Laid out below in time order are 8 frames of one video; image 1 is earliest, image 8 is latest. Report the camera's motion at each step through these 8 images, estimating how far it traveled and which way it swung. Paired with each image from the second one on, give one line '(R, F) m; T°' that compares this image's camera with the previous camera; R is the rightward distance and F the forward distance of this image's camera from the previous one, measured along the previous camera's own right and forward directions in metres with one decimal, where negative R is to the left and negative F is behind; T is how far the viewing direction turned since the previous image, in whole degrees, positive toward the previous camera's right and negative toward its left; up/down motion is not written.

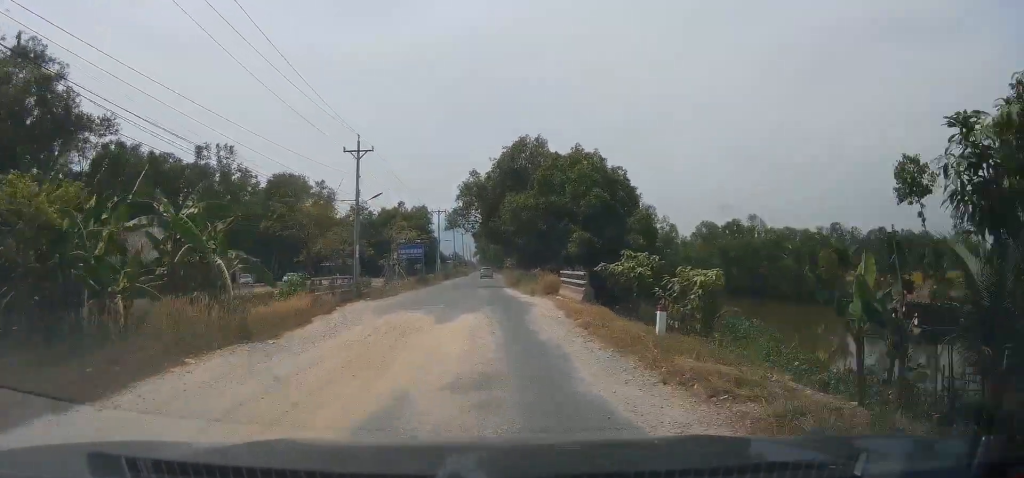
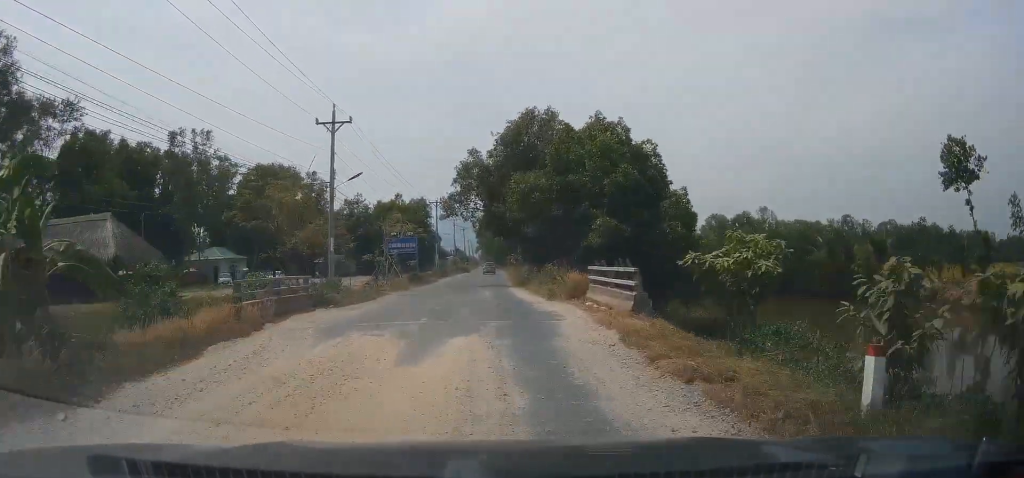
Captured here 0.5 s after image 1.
(0.0, +7.4) m; 0°
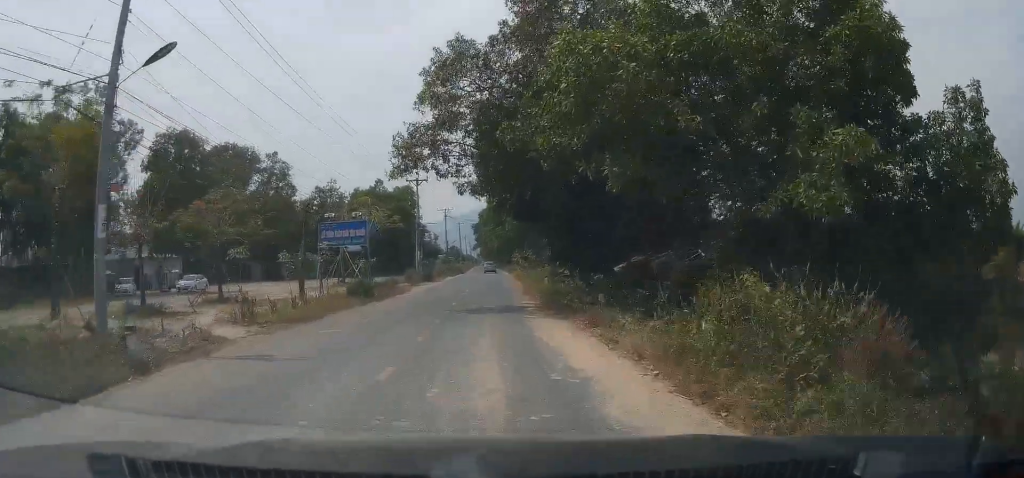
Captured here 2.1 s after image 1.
(-0.6, +22.7) m; -3°
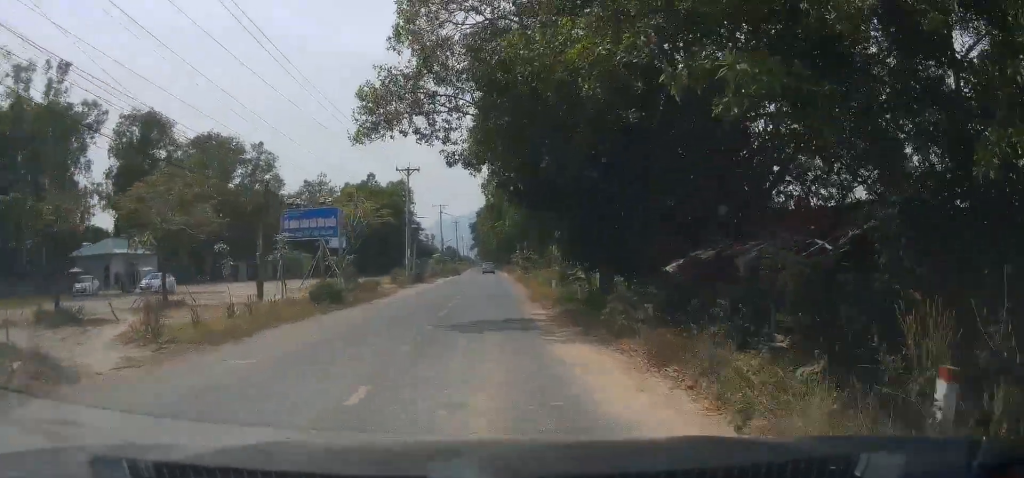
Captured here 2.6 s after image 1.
(-0.1, +5.9) m; 0°
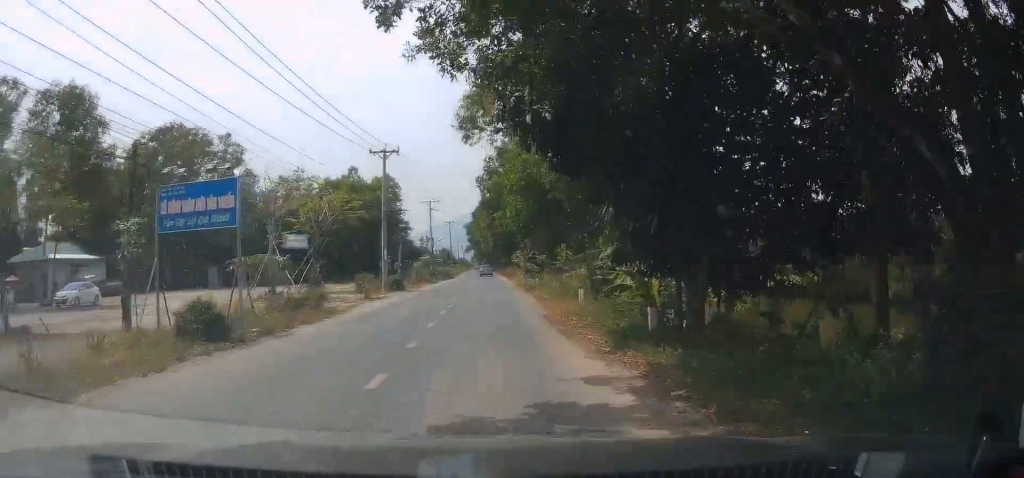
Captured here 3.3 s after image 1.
(+0.2, +10.9) m; +2°
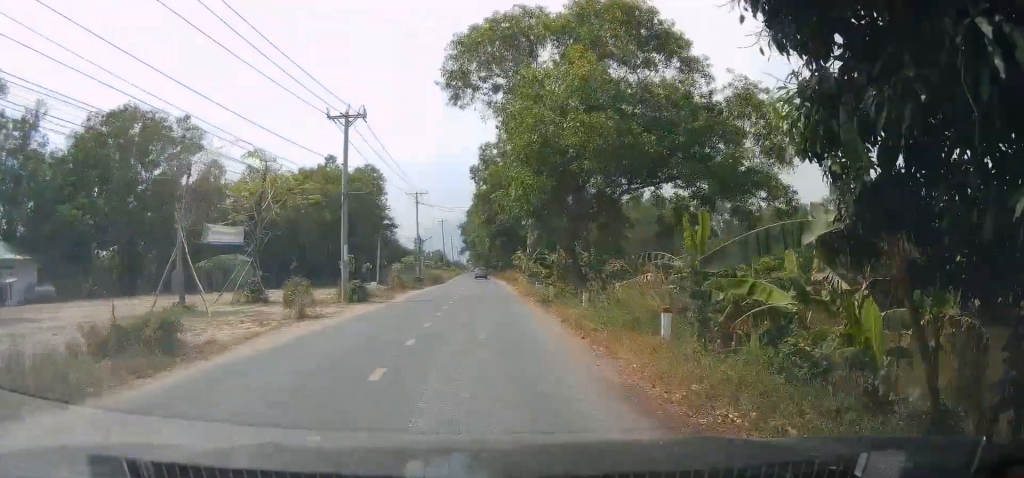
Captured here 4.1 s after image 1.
(+0.2, +11.5) m; +1°
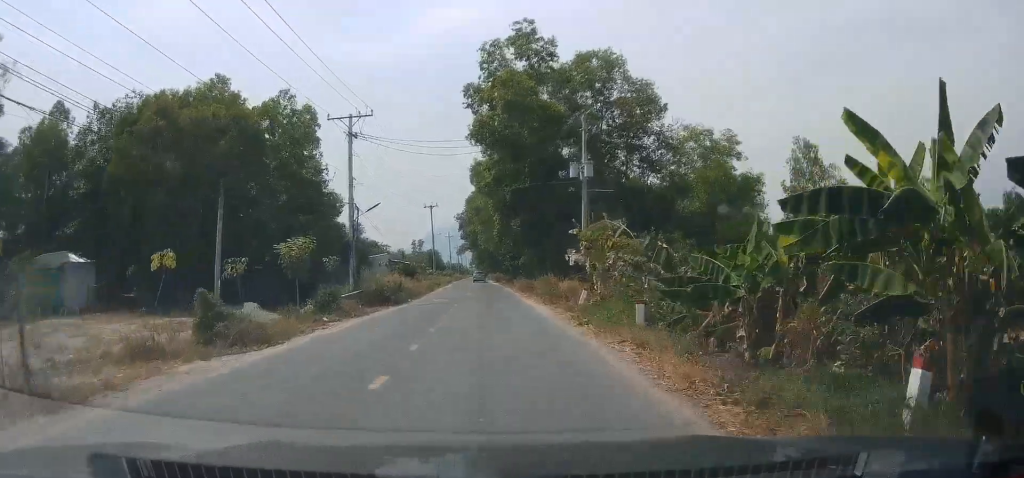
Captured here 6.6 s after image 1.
(+0.8, +36.0) m; +1°
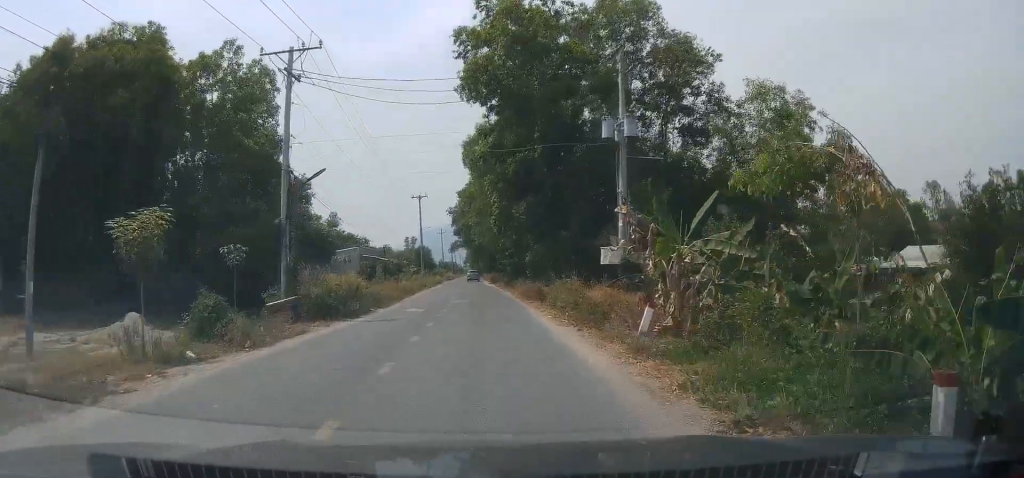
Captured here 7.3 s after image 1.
(-0.5, +9.8) m; -1°
